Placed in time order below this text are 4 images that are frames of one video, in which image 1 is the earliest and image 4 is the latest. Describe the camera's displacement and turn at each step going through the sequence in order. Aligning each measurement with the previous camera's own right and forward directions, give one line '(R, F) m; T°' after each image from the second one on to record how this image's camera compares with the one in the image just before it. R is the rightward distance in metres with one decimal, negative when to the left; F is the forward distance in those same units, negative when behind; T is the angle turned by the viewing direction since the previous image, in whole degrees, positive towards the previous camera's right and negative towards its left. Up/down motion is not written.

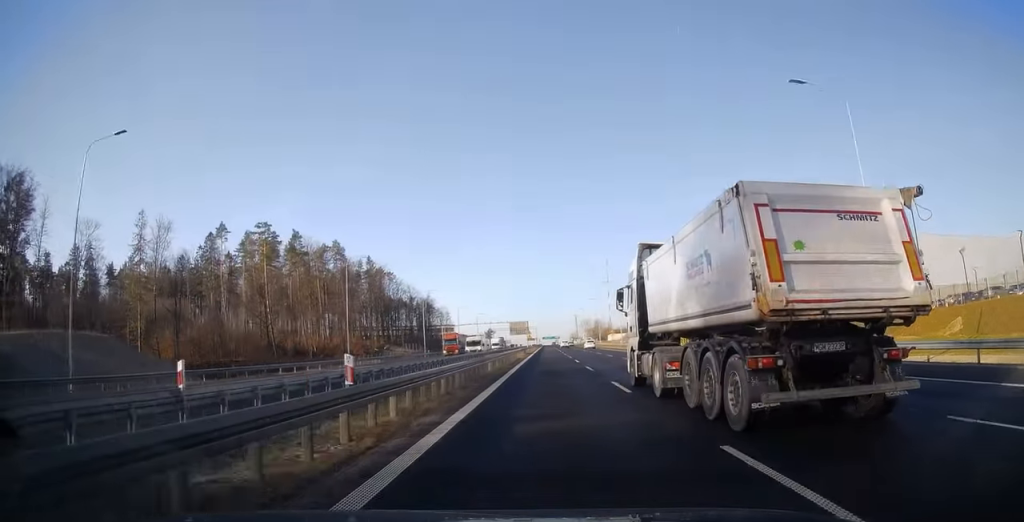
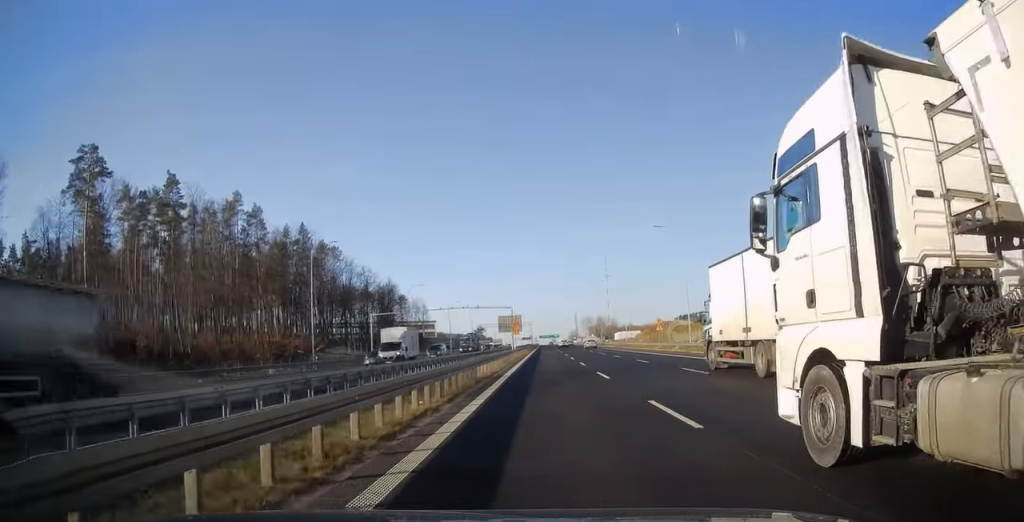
(+0.7, +54.8) m; +1°
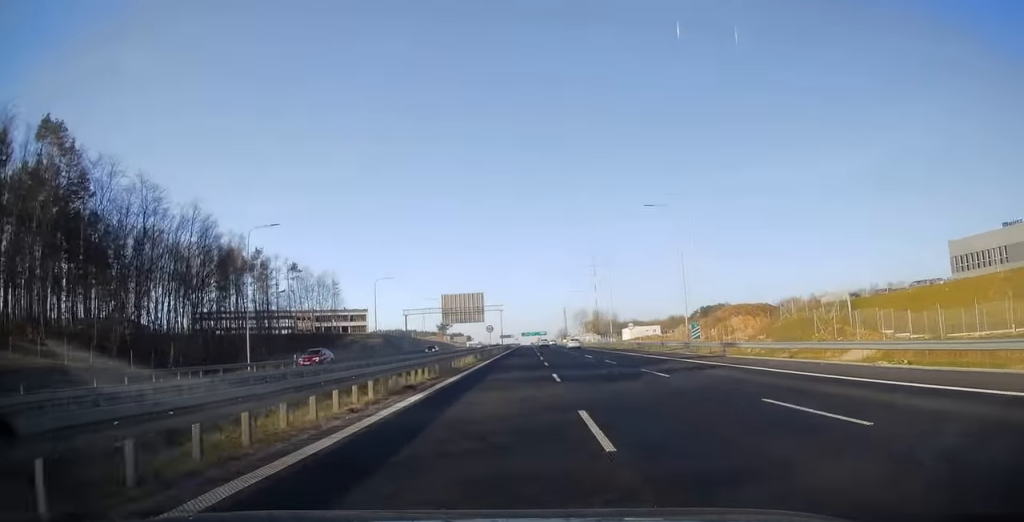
(+0.6, +97.8) m; +1°
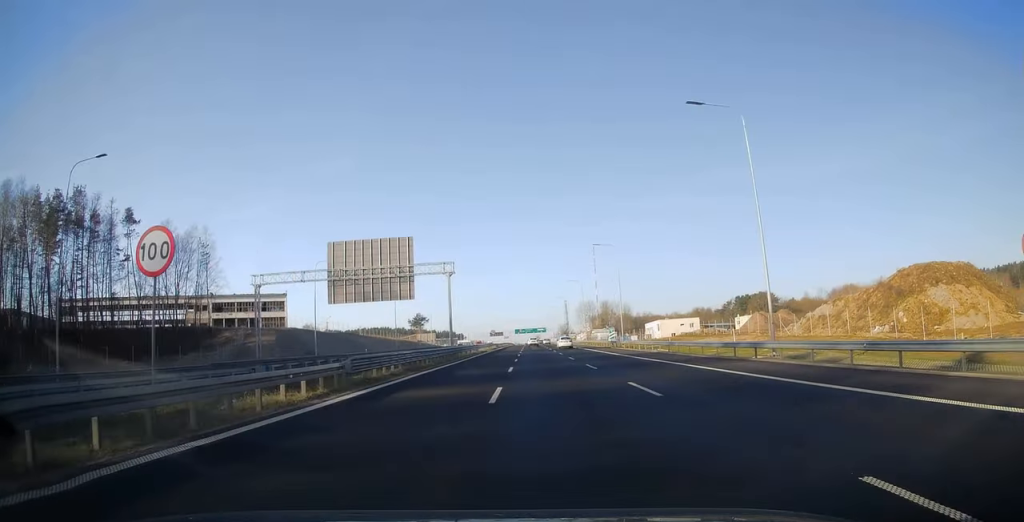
(+0.1, +66.7) m; 0°
